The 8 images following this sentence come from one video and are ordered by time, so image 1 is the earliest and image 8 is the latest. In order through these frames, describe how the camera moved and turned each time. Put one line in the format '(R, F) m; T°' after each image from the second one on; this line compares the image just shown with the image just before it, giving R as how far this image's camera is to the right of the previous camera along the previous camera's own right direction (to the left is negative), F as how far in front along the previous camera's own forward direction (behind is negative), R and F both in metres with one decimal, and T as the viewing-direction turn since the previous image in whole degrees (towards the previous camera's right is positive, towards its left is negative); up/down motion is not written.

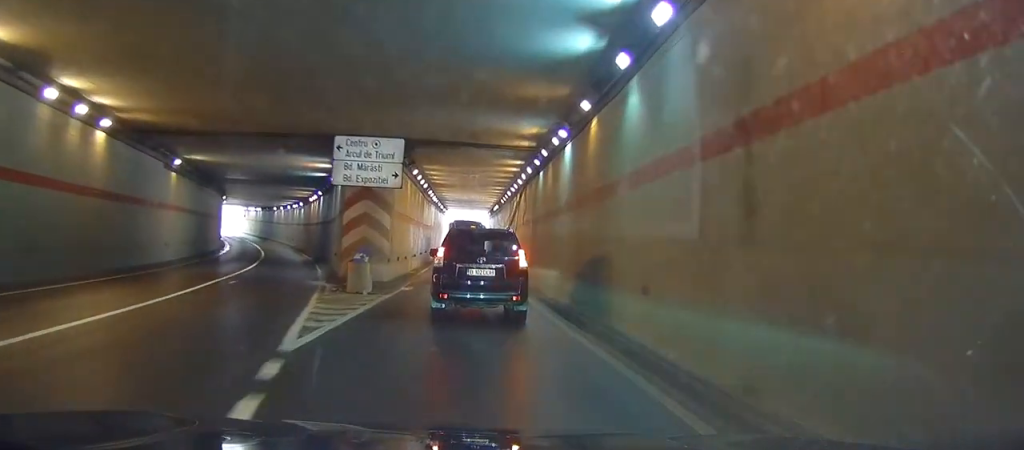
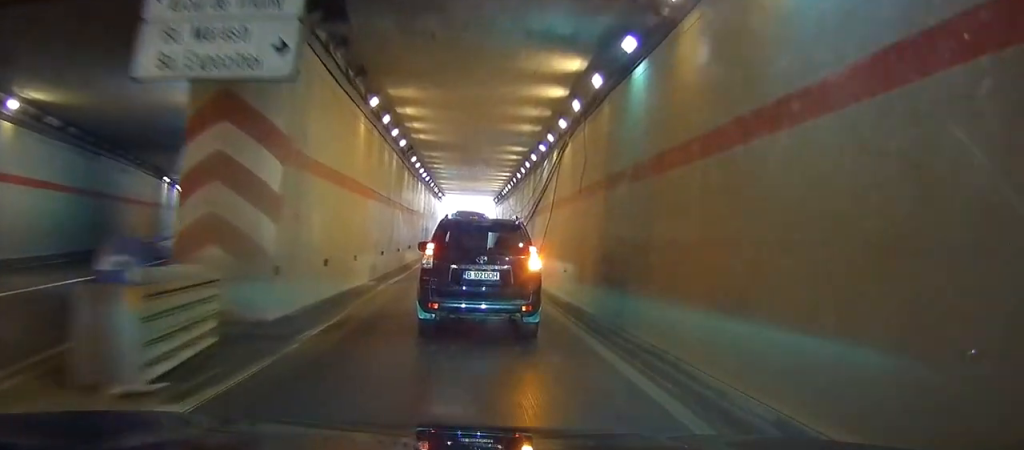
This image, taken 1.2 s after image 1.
(+0.2, +18.3) m; +1°
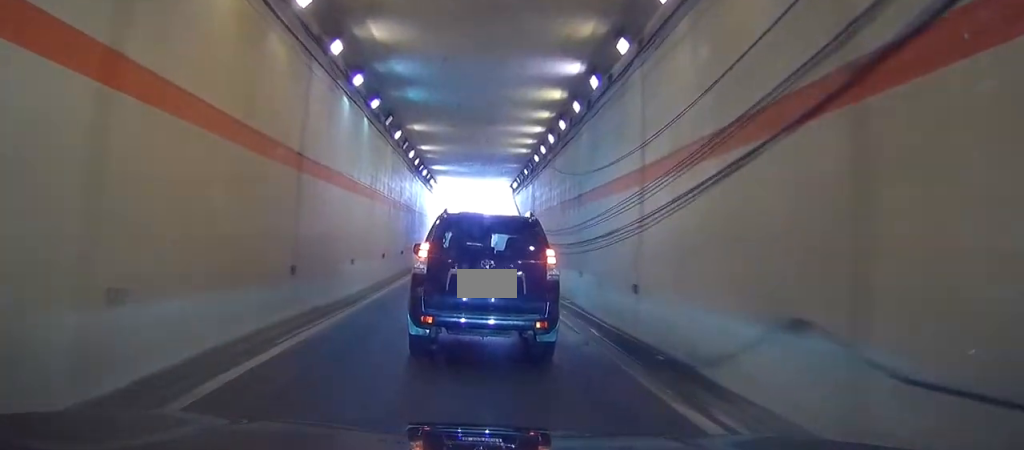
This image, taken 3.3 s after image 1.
(0.0, +33.0) m; 0°
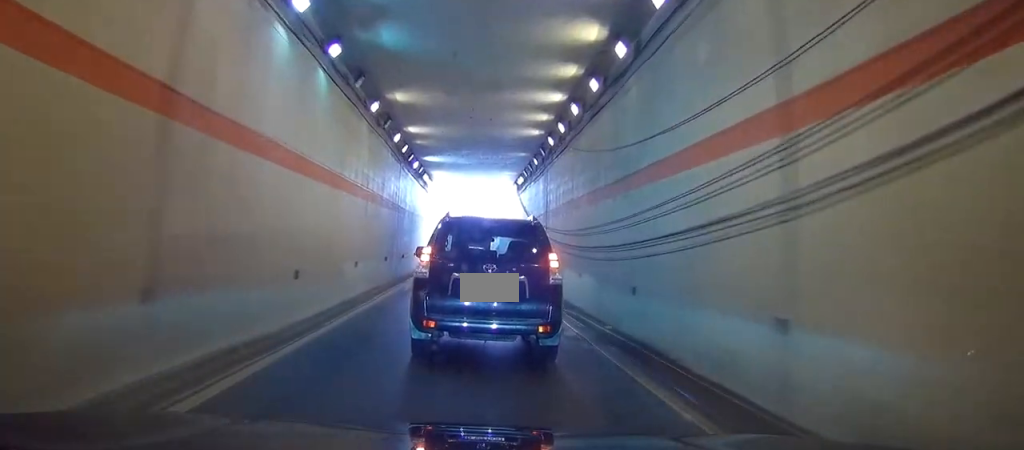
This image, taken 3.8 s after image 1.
(0.0, +7.8) m; 0°
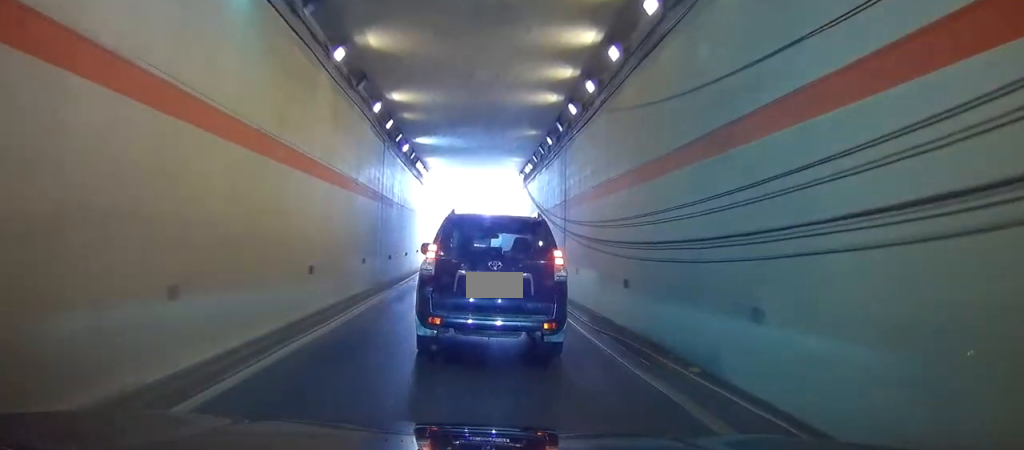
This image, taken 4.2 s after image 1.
(0.0, +7.3) m; 0°
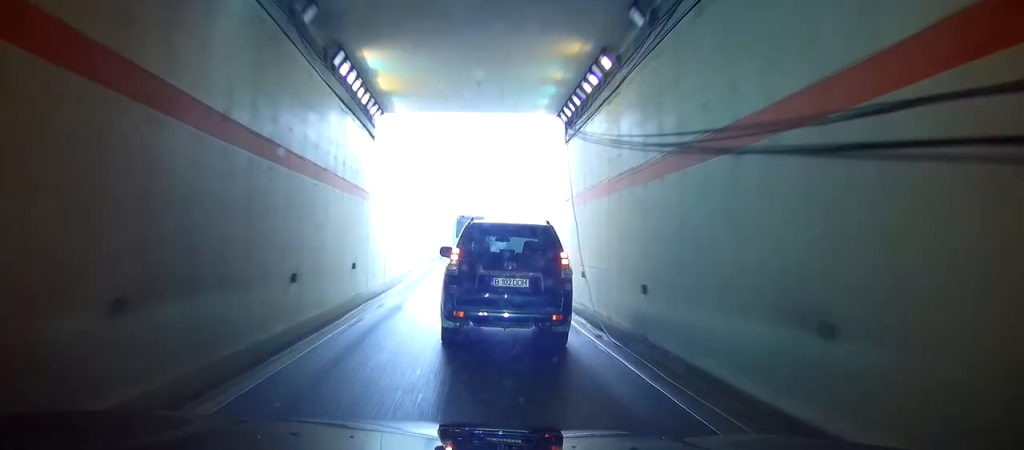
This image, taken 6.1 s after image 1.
(+0.2, +27.9) m; +1°
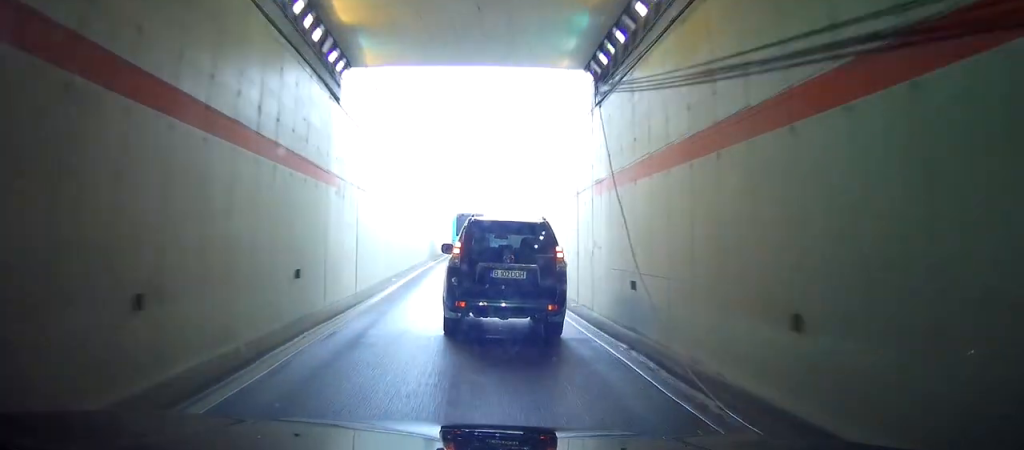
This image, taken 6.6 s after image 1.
(0.0, +7.8) m; 0°
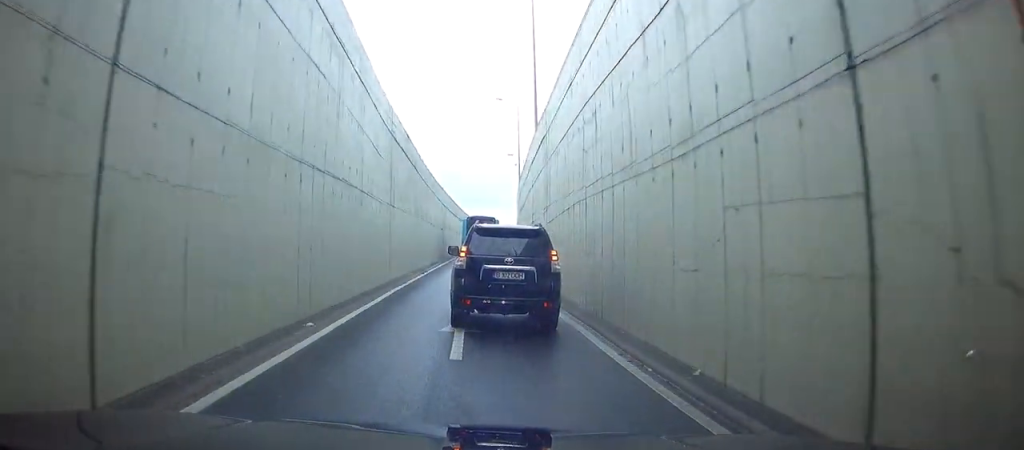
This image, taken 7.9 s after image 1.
(+0.1, +17.9) m; +2°
